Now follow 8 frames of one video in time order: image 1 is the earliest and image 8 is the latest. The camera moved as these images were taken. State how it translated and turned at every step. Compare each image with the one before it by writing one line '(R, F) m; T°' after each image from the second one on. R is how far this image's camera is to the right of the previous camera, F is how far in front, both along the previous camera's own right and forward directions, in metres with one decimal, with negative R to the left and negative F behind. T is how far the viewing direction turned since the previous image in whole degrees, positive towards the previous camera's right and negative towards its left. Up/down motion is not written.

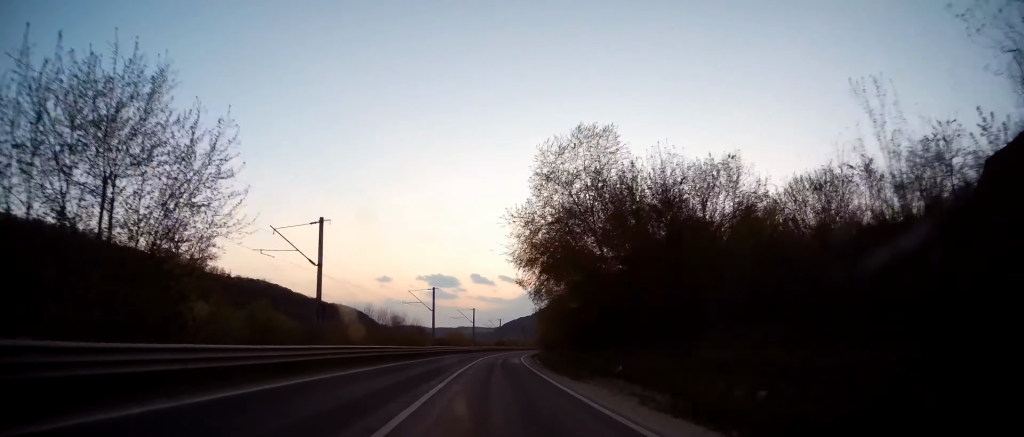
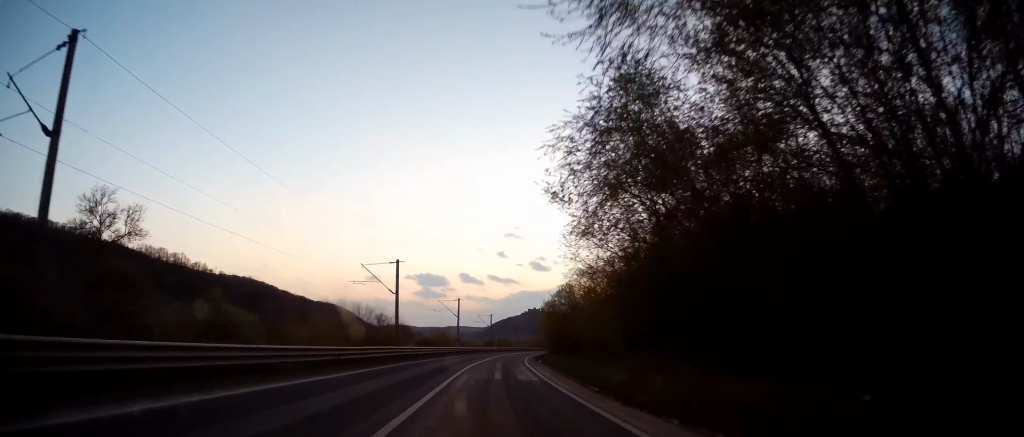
(-0.5, +20.9) m; +1°
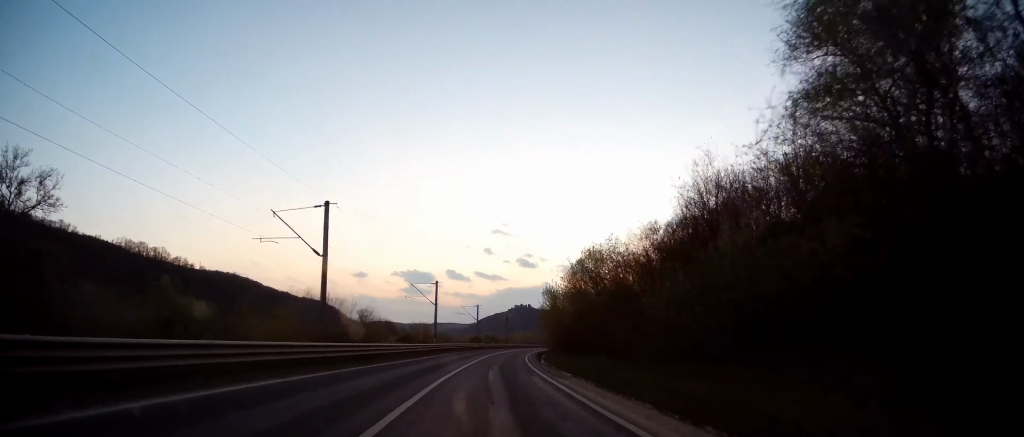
(+0.4, +18.0) m; +1°
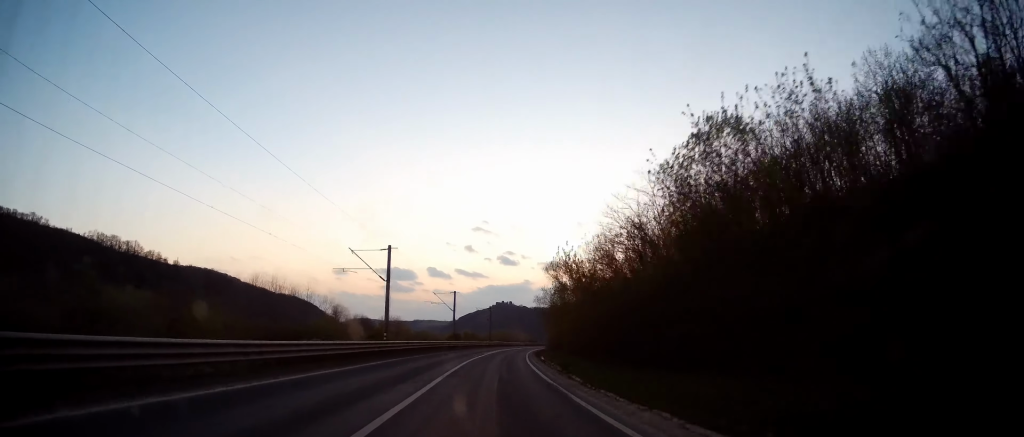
(+0.5, +21.6) m; +2°
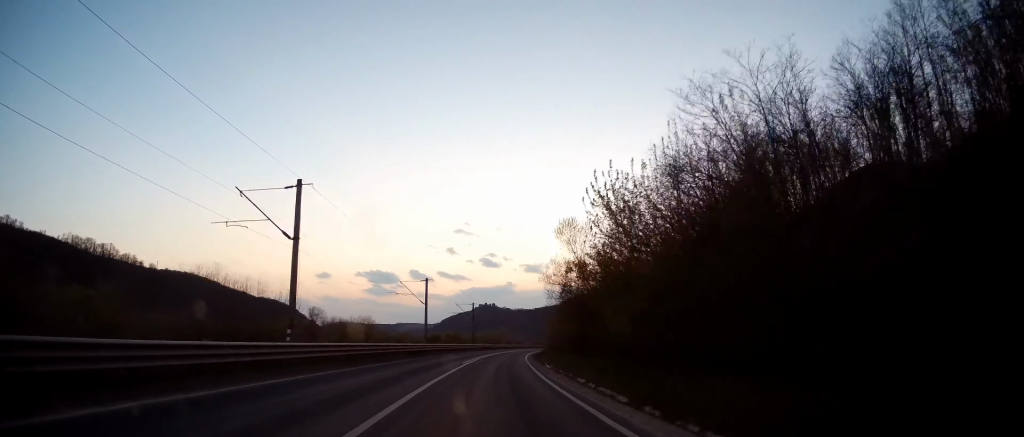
(0.0, +17.7) m; +1°
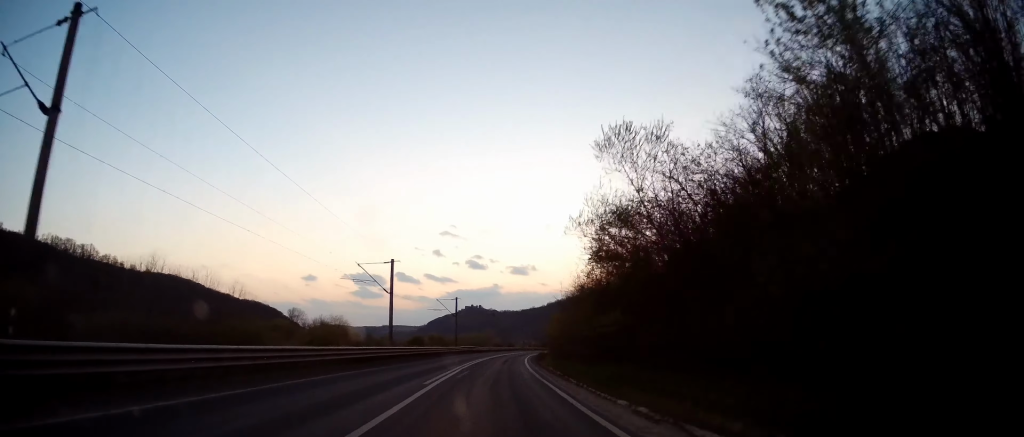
(+0.2, +14.8) m; +2°
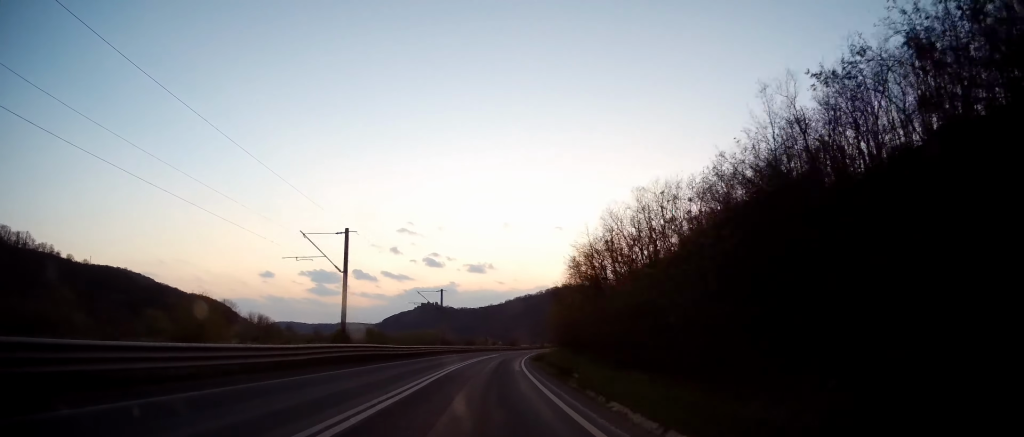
(+2.3, +45.9) m; +6°
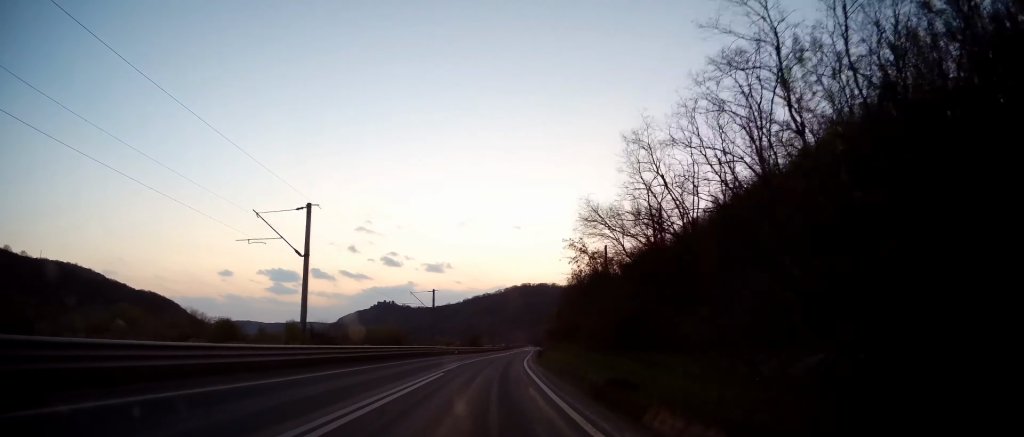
(+1.1, +41.9) m; +3°
